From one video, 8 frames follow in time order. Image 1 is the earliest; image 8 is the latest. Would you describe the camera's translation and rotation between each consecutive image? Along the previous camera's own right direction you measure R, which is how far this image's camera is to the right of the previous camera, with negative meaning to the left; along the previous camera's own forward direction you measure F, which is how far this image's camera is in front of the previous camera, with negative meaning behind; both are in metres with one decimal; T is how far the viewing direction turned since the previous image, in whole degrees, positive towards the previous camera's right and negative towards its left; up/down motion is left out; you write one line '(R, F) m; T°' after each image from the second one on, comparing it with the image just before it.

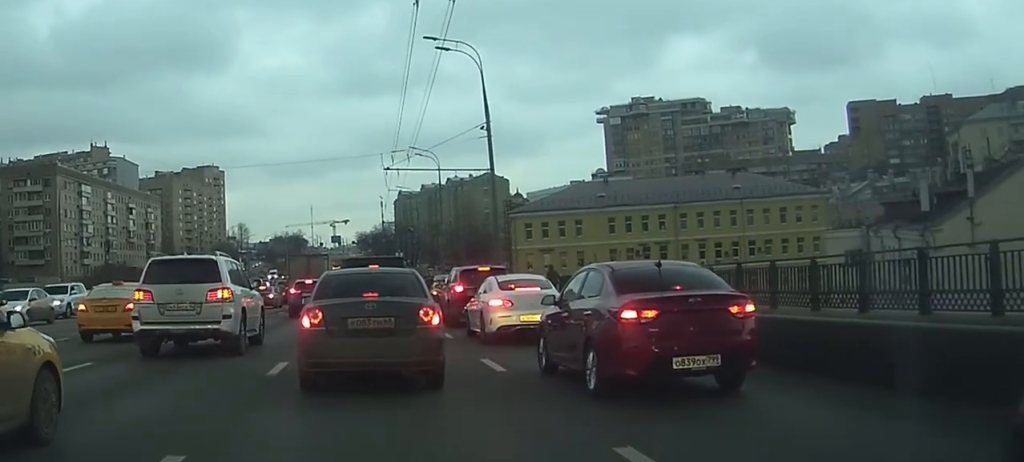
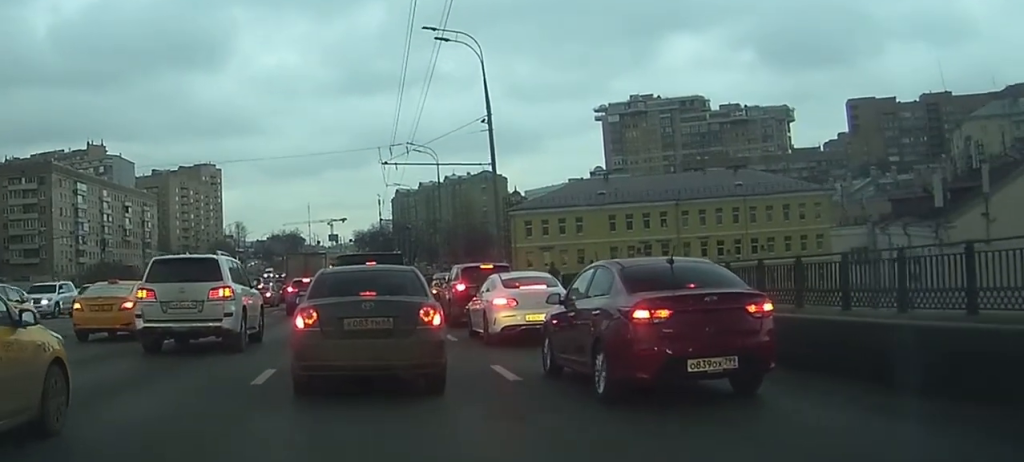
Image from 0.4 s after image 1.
(0.0, +1.3) m; +1°
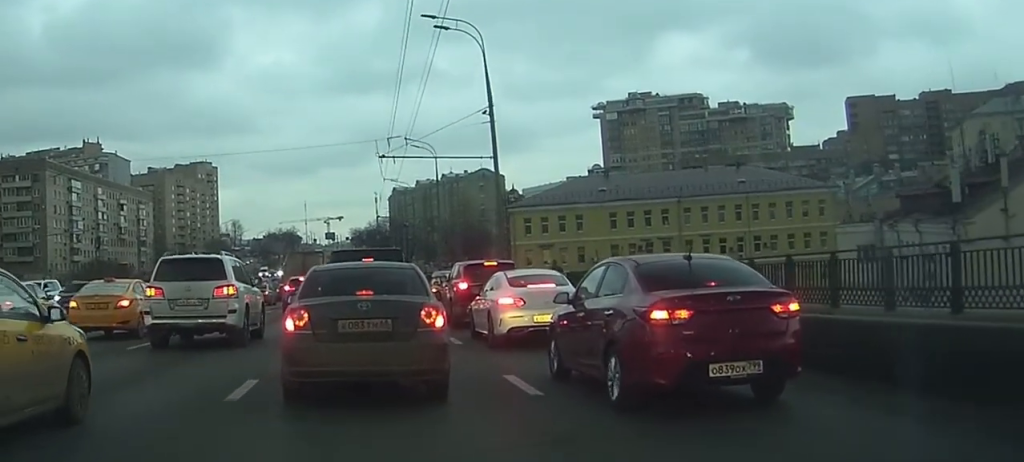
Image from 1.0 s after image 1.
(0.0, +1.5) m; 0°
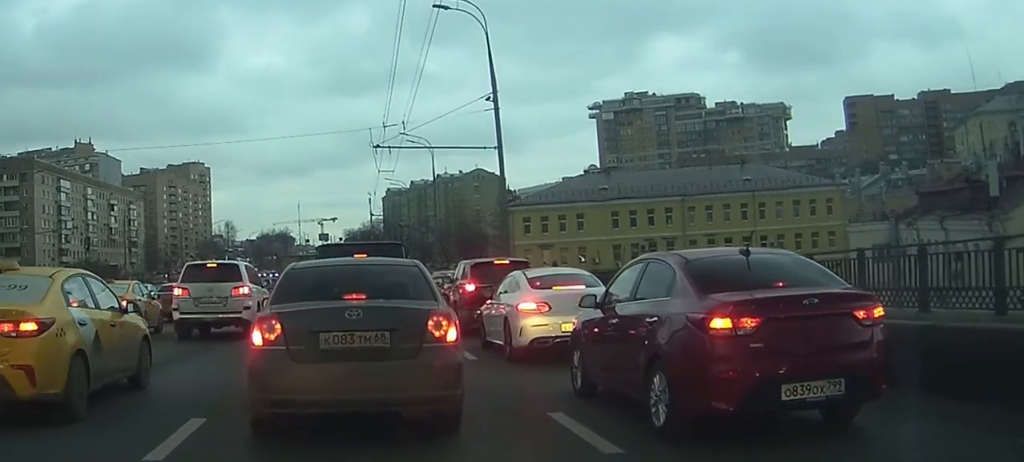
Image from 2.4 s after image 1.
(0.0, +3.1) m; +5°
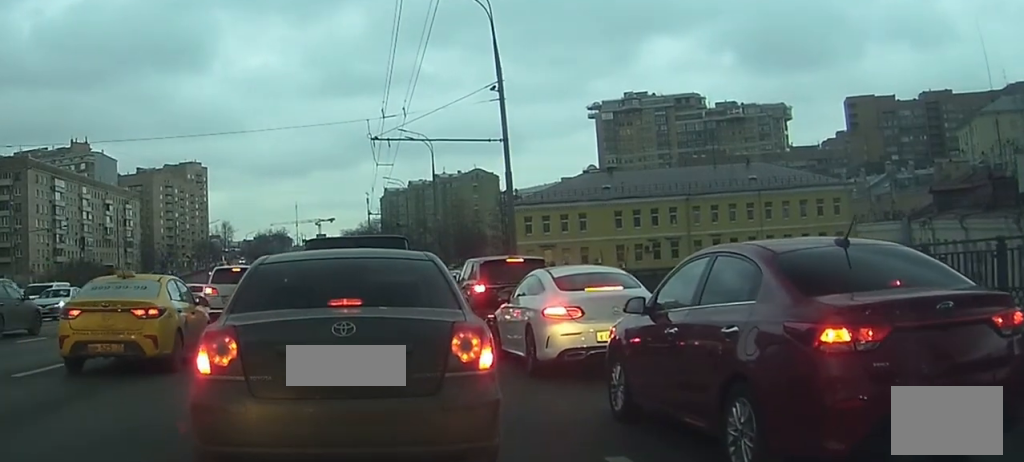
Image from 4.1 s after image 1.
(+0.1, +1.8) m; 0°
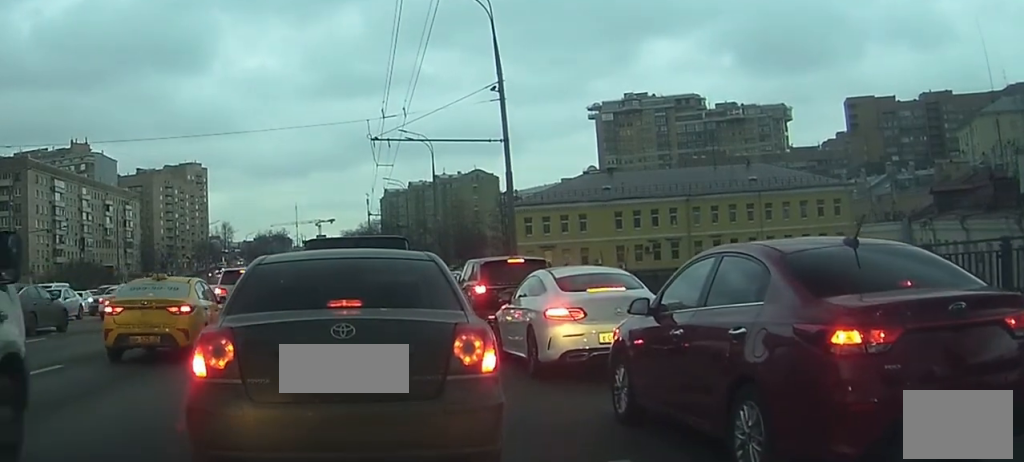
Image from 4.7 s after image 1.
(0.0, +0.2) m; 0°
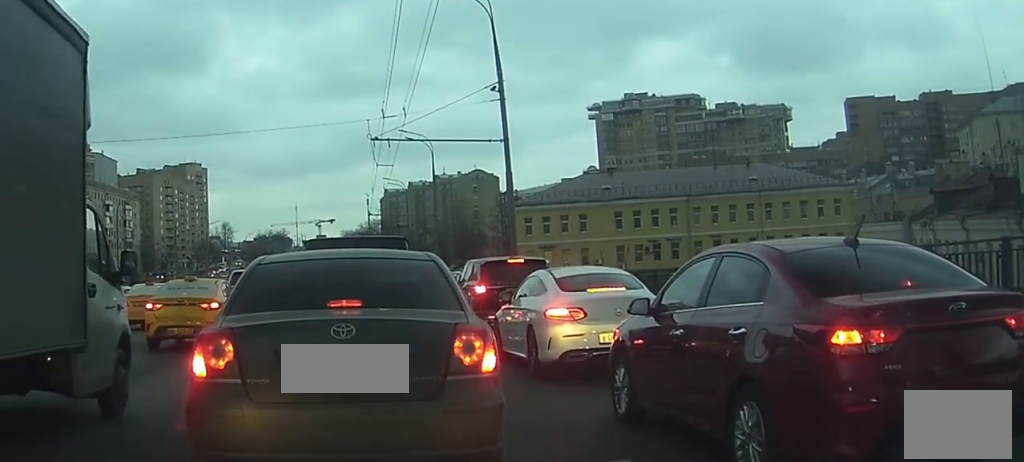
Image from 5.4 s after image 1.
(+0.1, -0.1) m; 0°
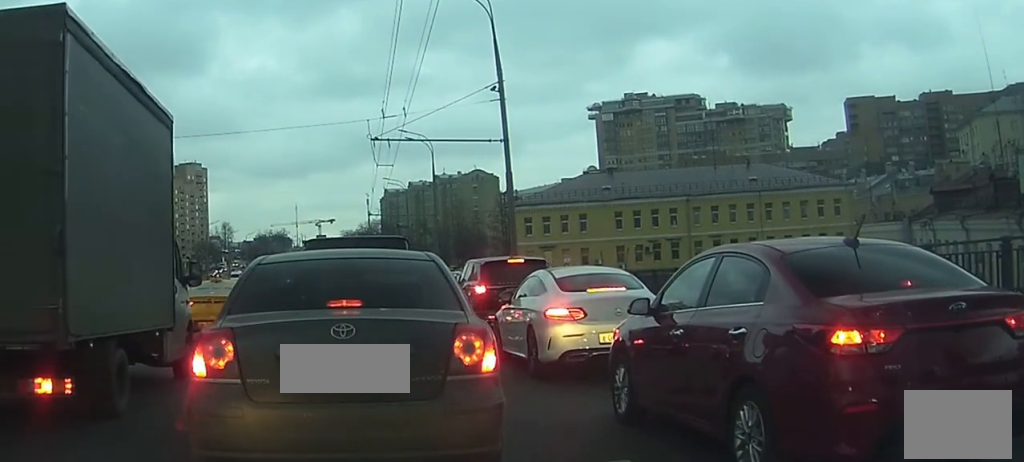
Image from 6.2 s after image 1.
(+0.1, 0.0) m; 0°
